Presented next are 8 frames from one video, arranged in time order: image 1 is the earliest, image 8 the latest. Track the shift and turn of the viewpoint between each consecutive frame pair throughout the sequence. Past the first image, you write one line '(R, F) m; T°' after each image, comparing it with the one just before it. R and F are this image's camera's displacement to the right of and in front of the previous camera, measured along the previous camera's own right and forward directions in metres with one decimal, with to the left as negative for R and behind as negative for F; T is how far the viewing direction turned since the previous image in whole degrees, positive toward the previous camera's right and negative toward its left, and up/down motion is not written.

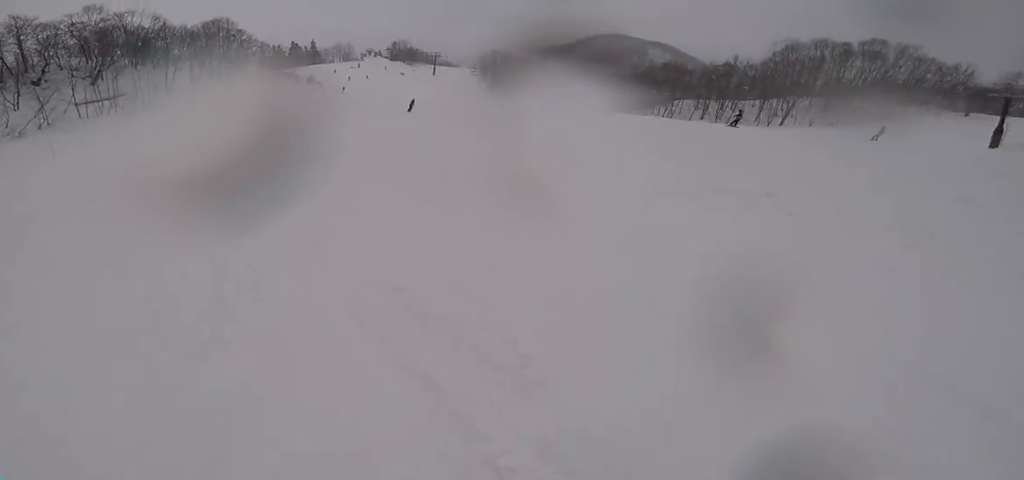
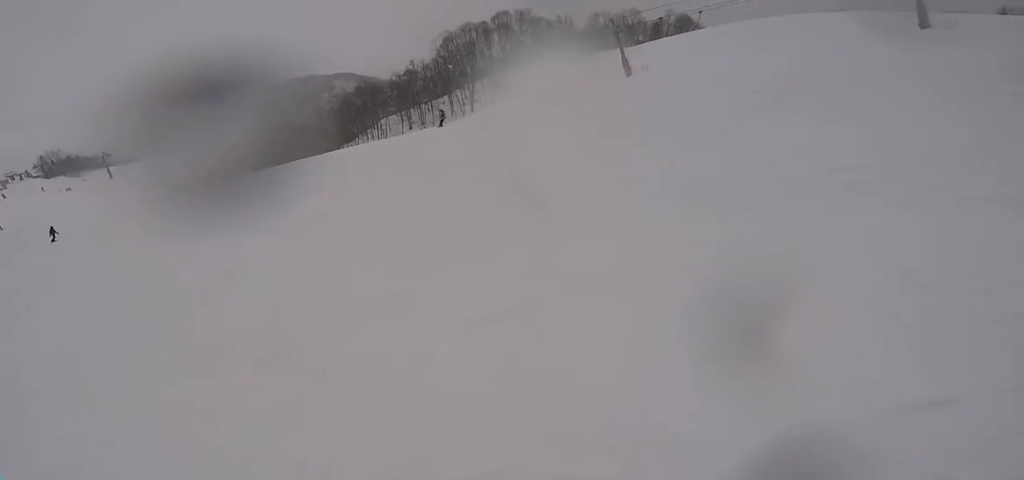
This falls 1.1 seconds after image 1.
(+1.6, +5.4) m; +14°
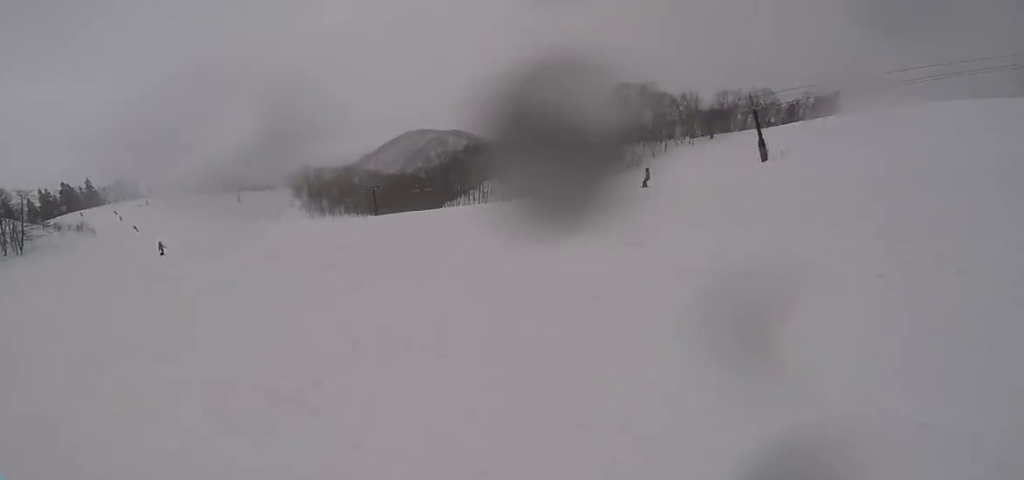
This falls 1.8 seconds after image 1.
(-0.1, +4.5) m; -19°
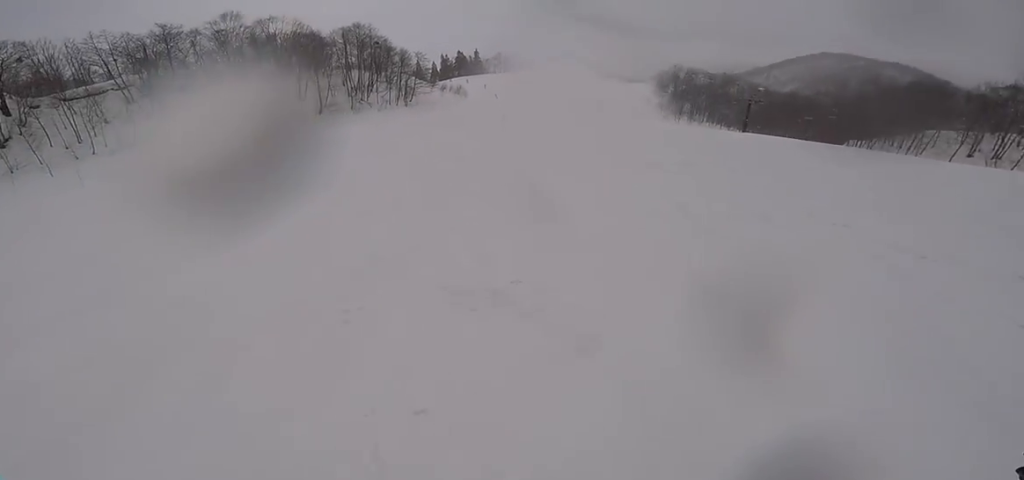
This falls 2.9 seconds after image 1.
(-1.8, +4.5) m; -39°
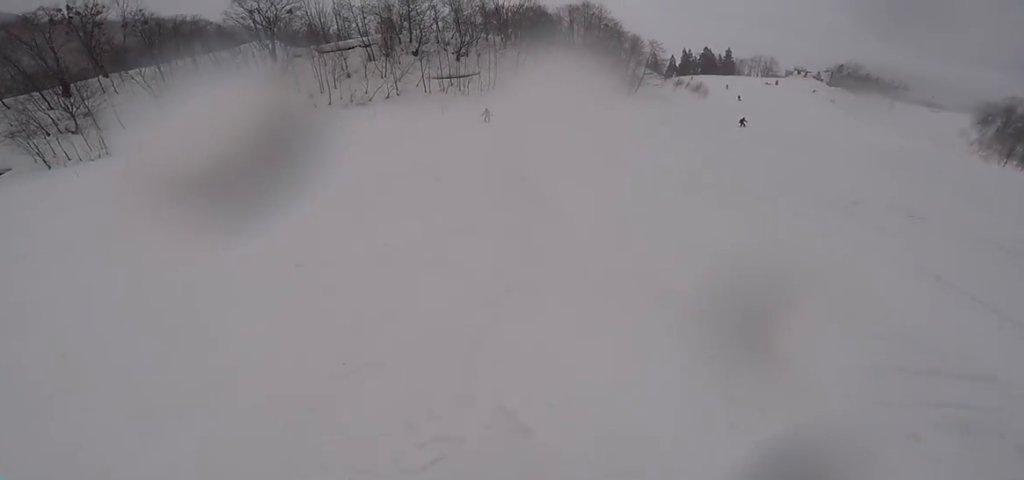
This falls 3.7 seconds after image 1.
(-1.1, +4.1) m; -17°
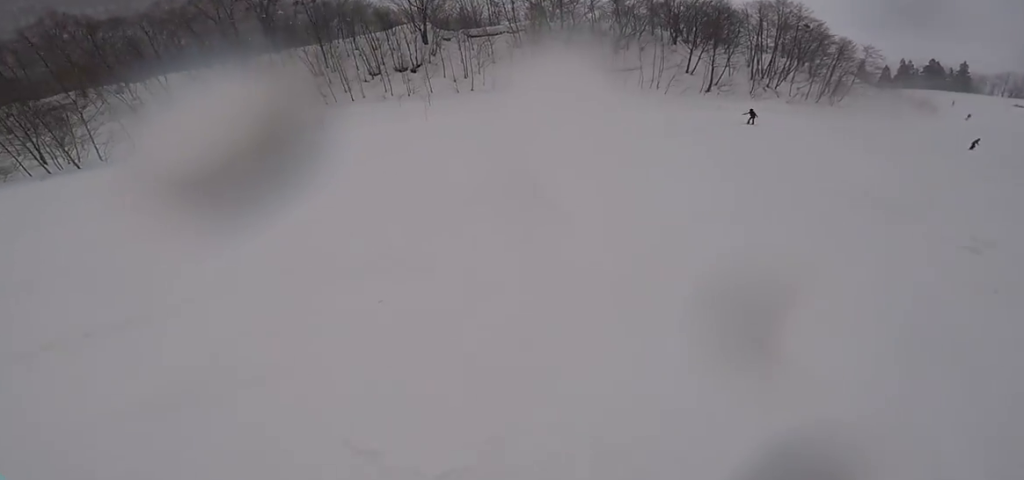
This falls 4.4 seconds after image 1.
(-0.1, +4.0) m; 0°
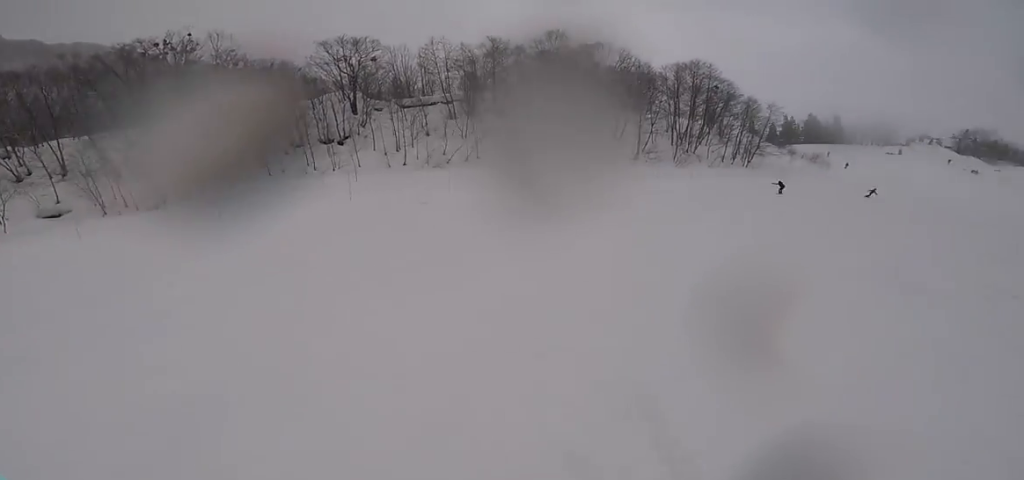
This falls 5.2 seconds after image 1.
(-0.1, +5.1) m; +20°
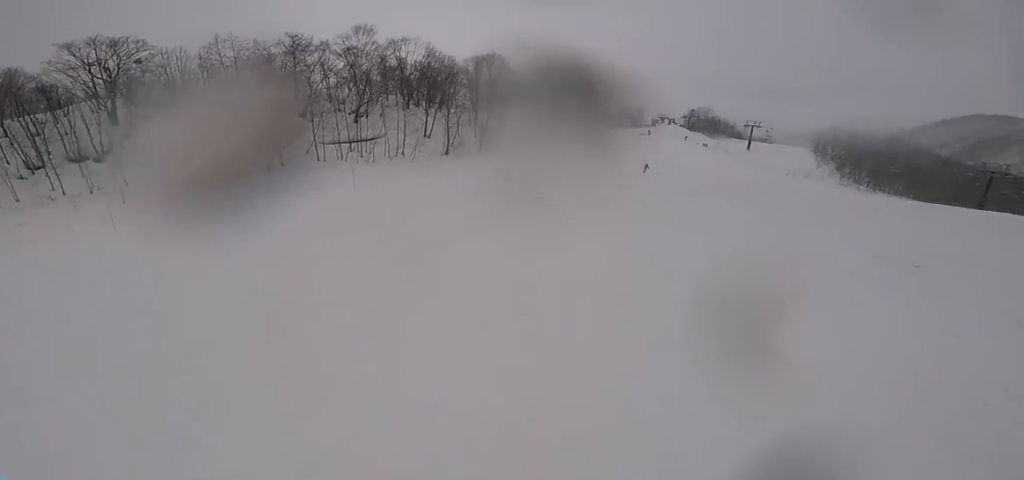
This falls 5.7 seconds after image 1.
(+0.8, +2.3) m; +16°
